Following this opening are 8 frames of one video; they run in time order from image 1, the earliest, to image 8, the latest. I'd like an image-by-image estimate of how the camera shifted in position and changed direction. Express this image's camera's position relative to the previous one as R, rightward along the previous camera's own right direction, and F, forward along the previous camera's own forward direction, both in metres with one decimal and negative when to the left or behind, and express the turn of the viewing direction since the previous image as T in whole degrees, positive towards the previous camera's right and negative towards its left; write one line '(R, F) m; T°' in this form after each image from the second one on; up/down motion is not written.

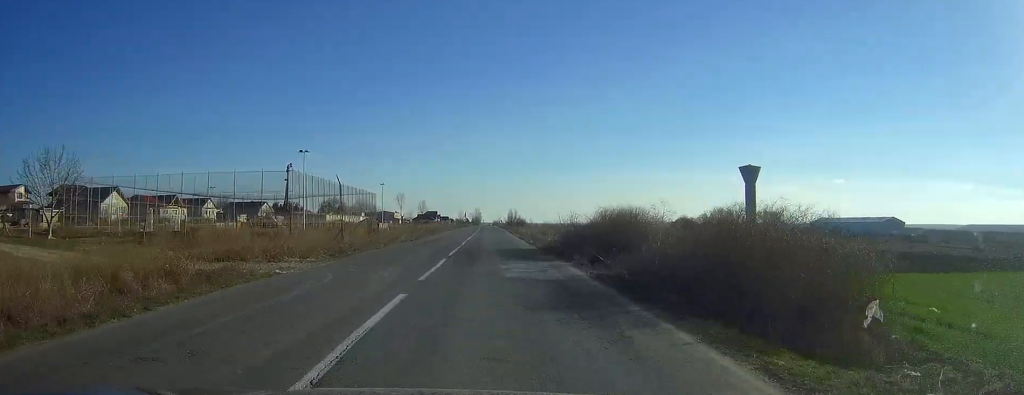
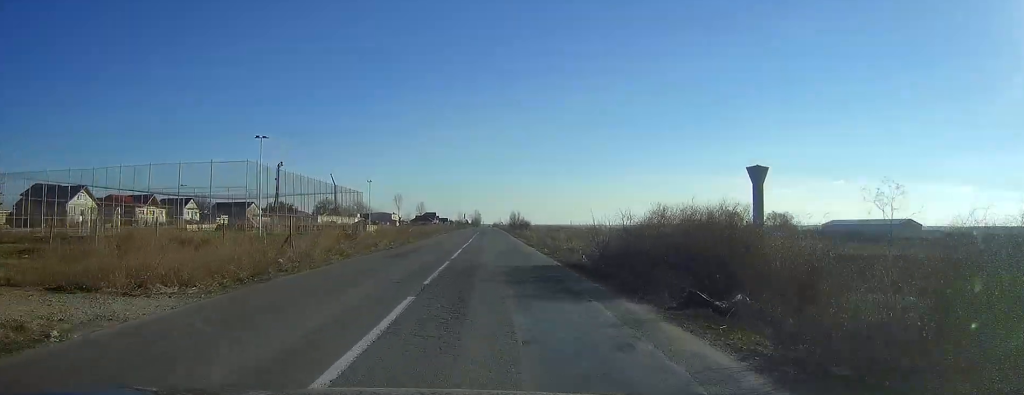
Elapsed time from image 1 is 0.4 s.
(0.0, +11.6) m; 0°
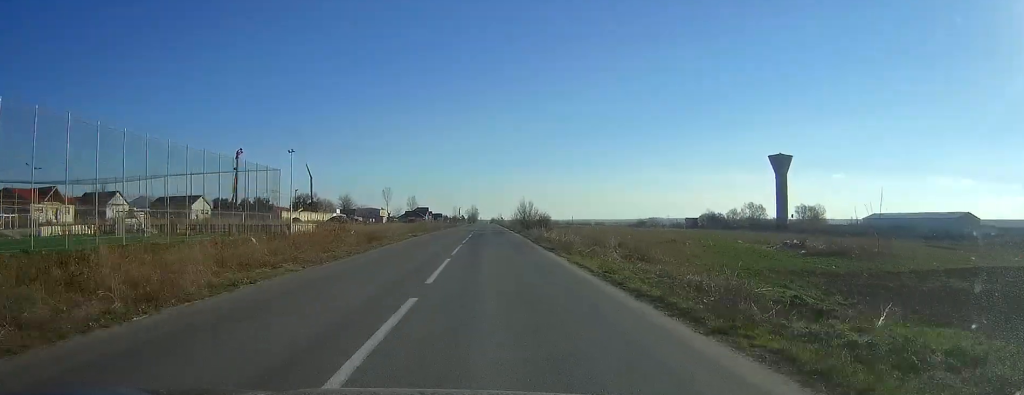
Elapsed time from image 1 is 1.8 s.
(+0.1, +36.8) m; 0°
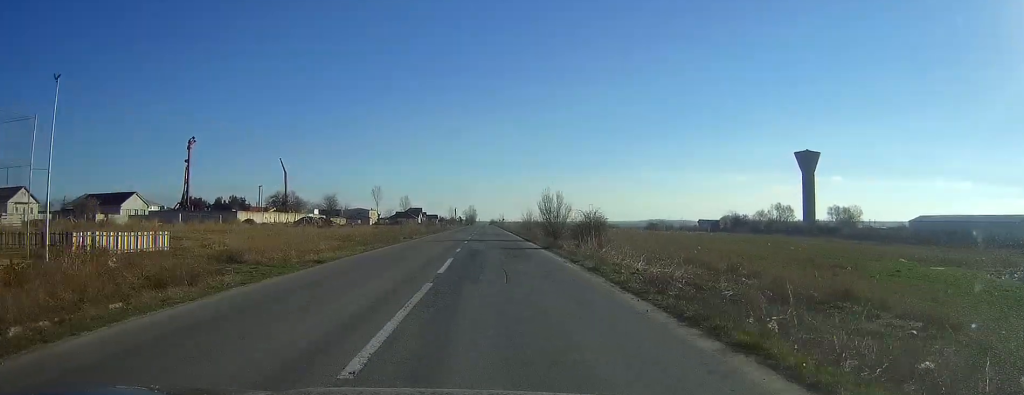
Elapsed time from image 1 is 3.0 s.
(0.0, +33.2) m; 0°
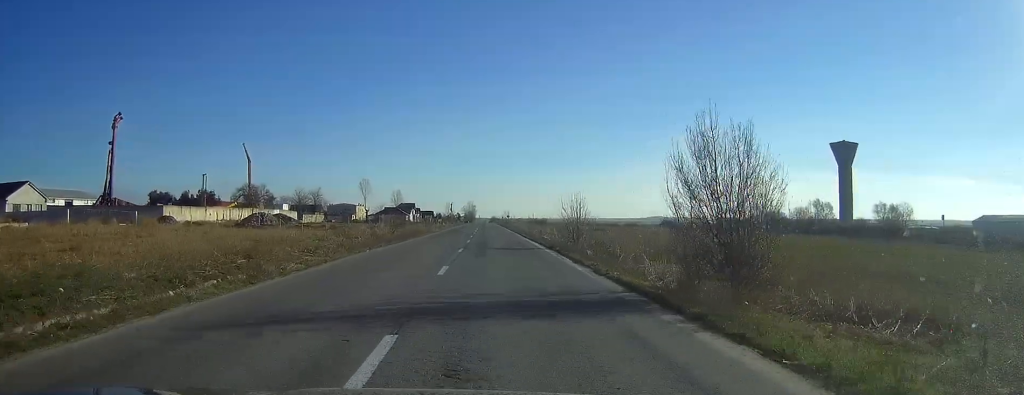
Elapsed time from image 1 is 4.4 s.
(0.0, +36.6) m; 0°
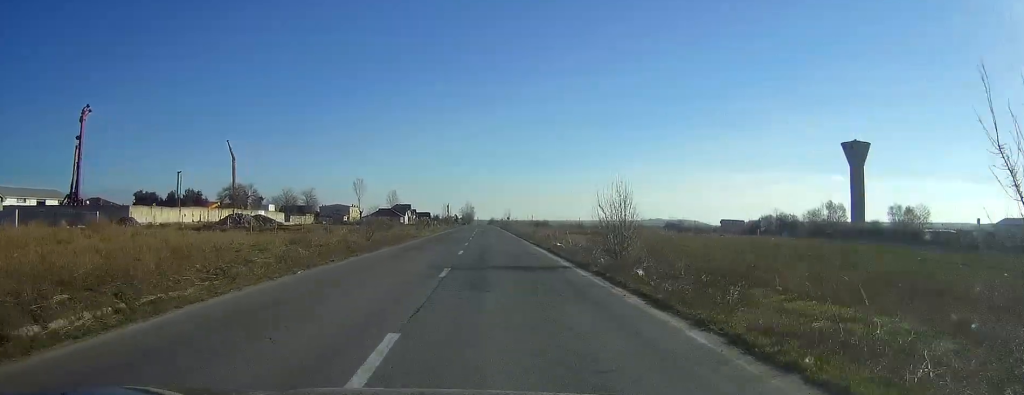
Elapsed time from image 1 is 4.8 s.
(0.0, +11.6) m; 0°
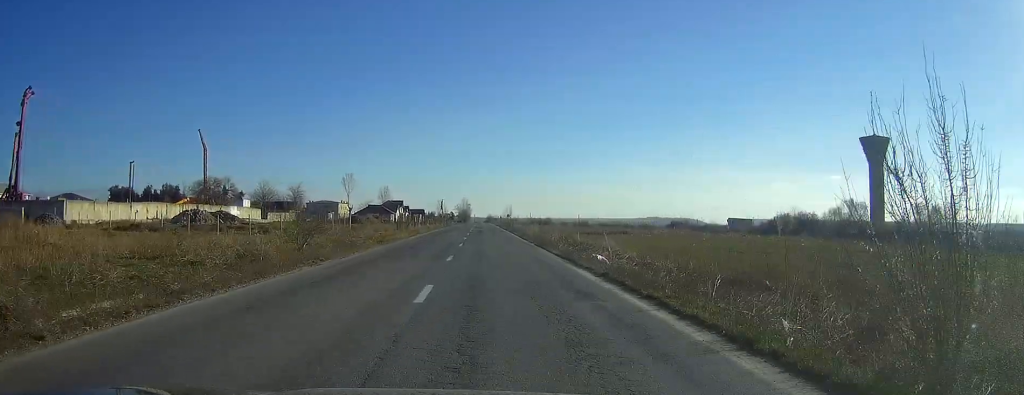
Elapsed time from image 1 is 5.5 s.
(+0.1, +17.8) m; 0°
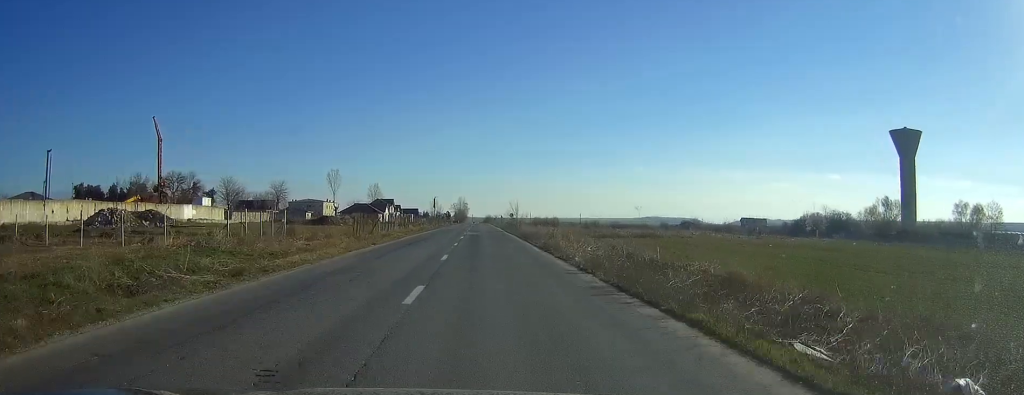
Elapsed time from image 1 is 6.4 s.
(0.0, +24.1) m; 0°
